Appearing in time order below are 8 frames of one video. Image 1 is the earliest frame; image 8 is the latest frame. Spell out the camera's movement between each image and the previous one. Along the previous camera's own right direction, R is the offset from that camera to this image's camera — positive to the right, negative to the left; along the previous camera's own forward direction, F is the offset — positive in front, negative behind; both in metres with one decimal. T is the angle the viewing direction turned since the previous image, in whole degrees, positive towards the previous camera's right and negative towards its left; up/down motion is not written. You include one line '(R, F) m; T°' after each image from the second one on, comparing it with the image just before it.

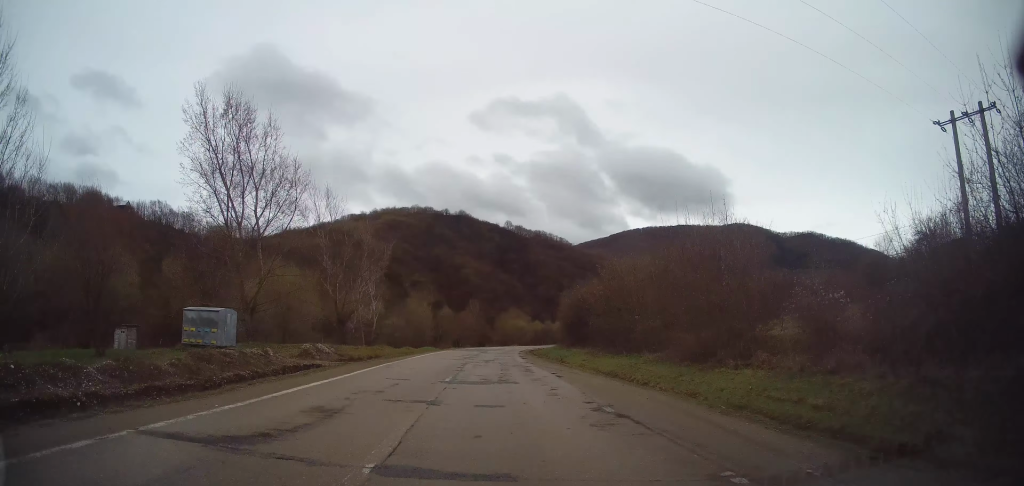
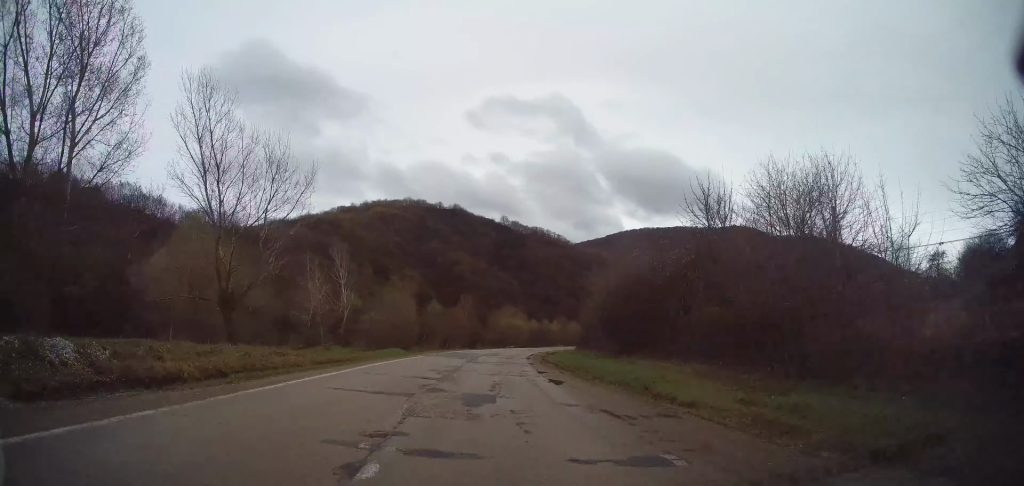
(+0.1, +19.4) m; 0°
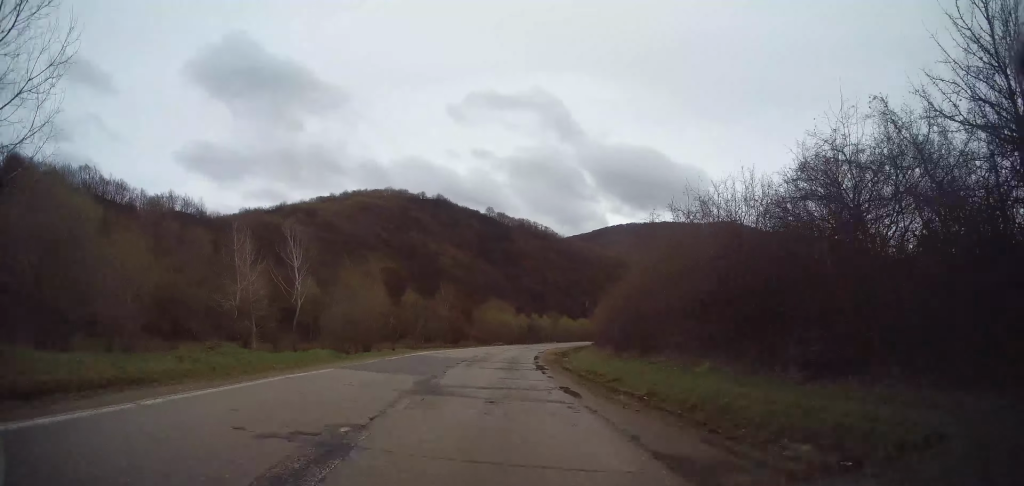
(-0.1, +17.5) m; +1°
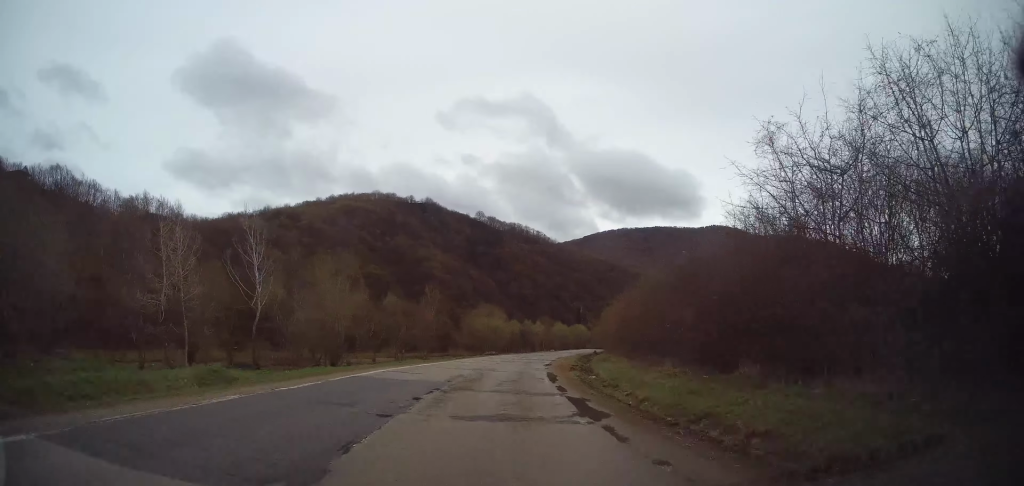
(+0.3, +11.6) m; +2°
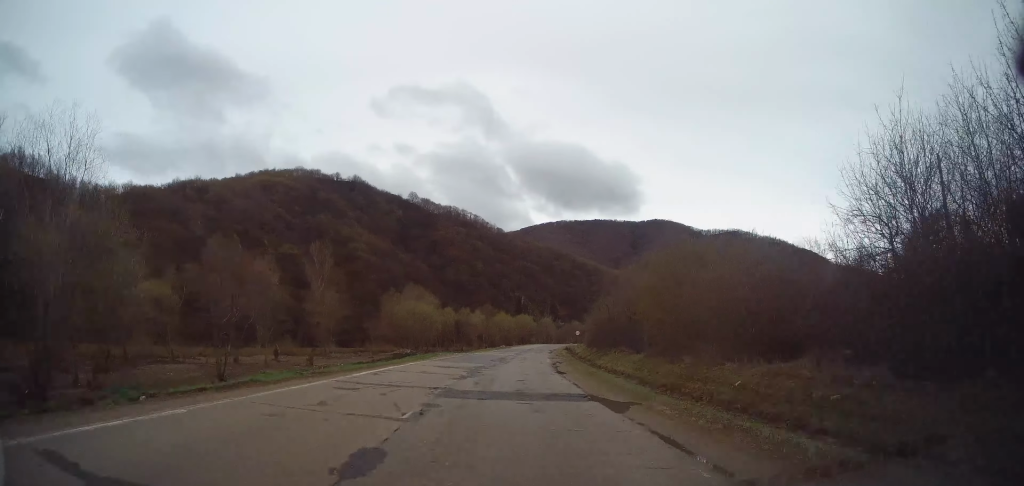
(+1.9, +37.1) m; +7°
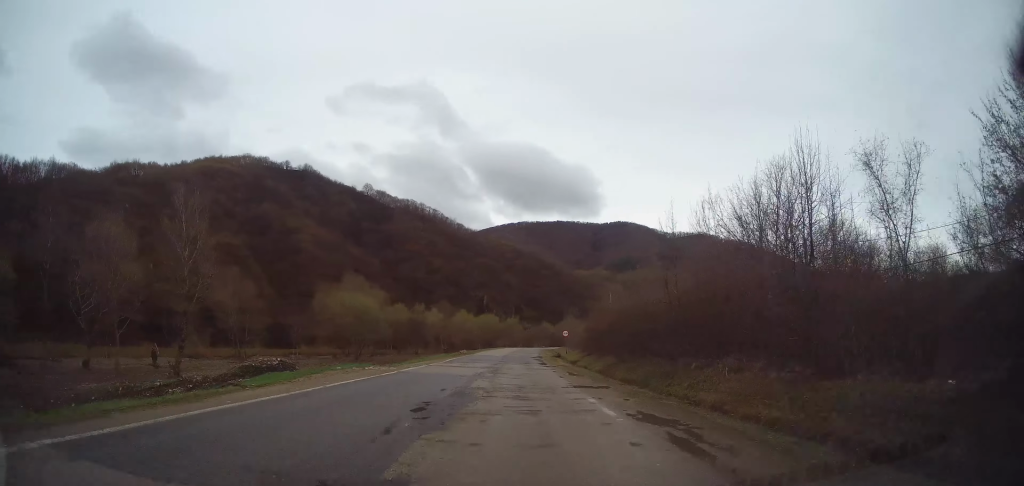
(+1.0, +23.5) m; +4°
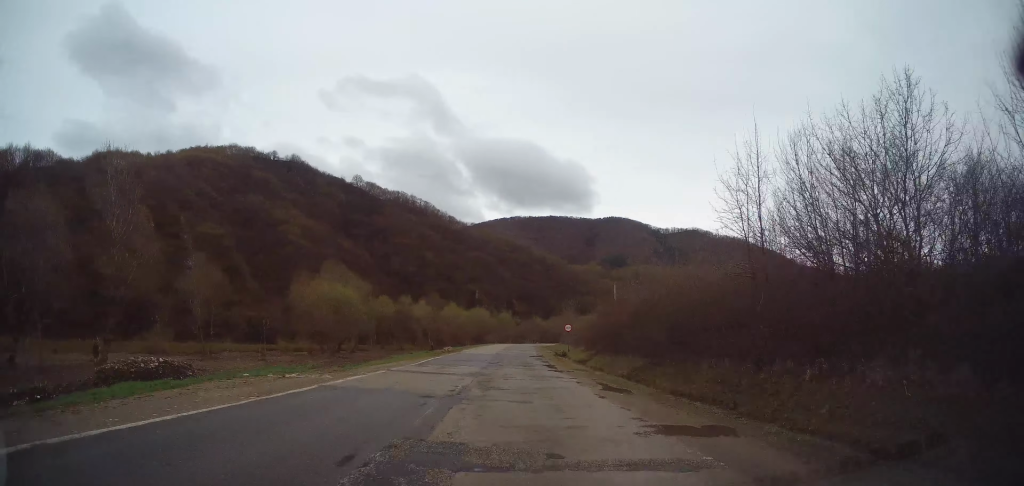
(+0.1, +8.7) m; +1°
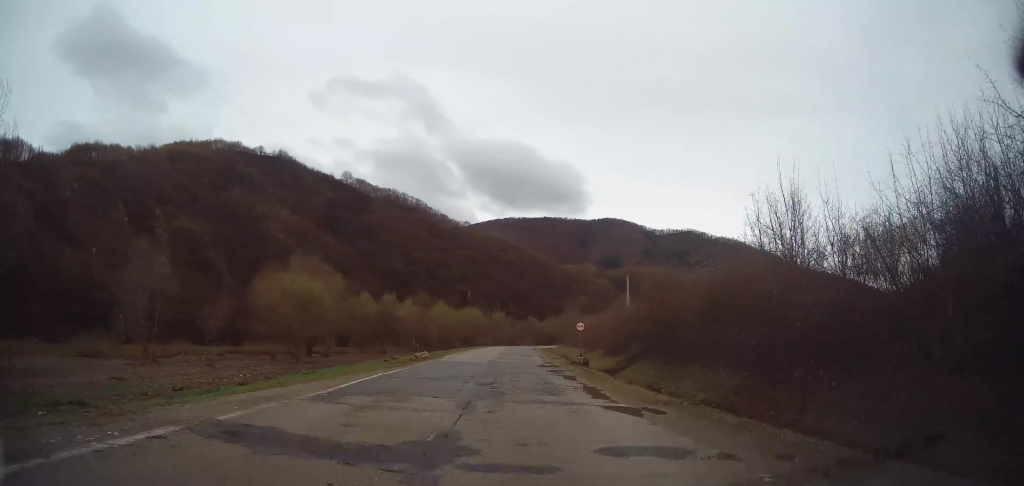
(+0.1, +12.2) m; +1°
